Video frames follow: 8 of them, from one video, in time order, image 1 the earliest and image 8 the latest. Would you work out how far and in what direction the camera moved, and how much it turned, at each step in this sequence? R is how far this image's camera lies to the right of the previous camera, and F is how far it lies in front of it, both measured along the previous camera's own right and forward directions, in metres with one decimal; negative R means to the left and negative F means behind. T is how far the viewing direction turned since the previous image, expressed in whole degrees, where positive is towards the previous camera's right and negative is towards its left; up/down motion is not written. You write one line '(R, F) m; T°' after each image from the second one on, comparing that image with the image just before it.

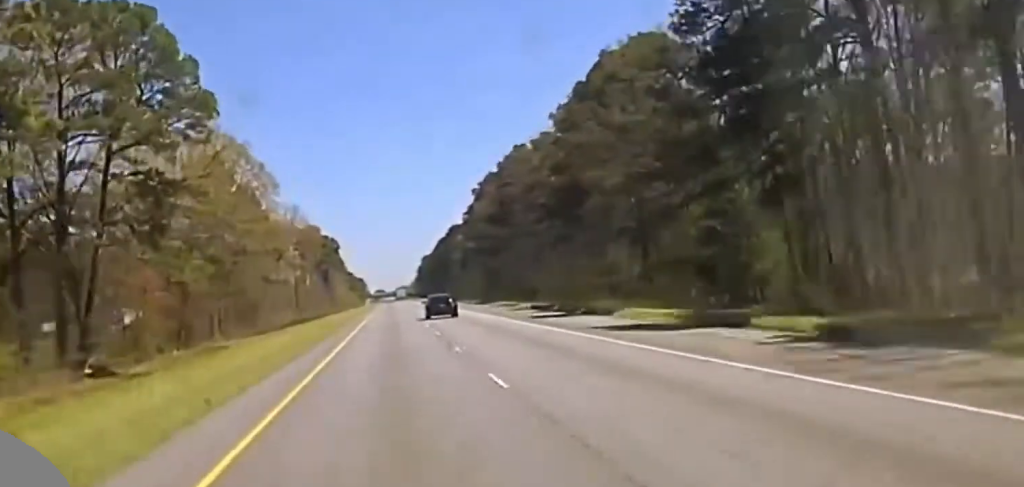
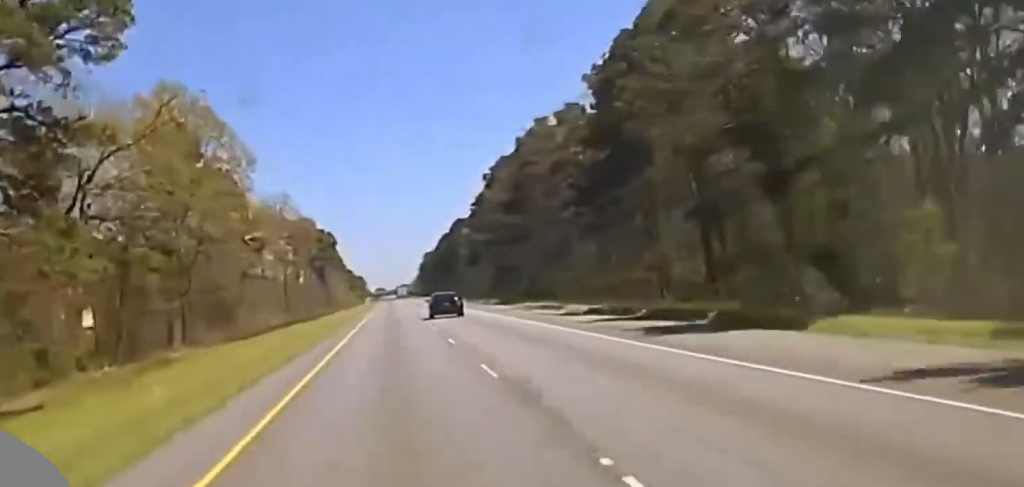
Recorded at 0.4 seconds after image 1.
(0.0, +21.6) m; 0°
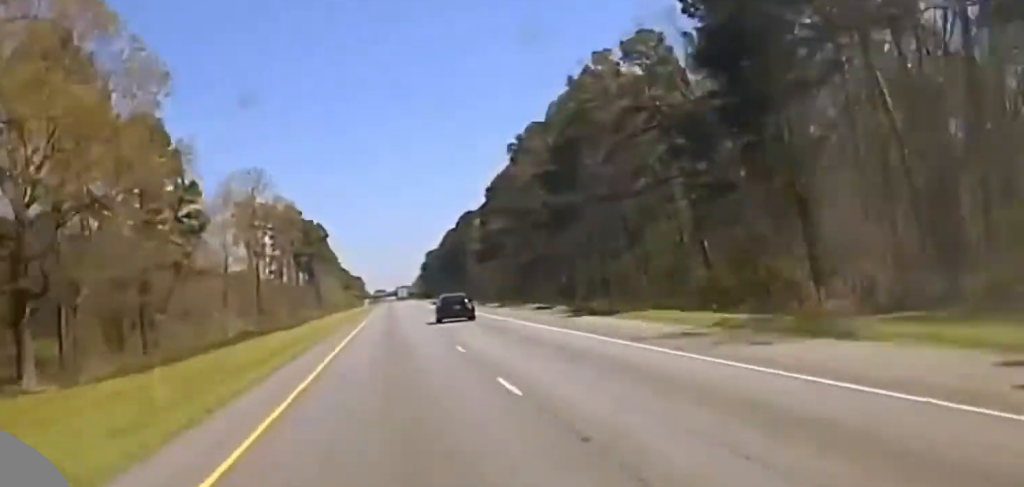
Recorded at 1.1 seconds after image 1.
(0.0, +38.2) m; 0°
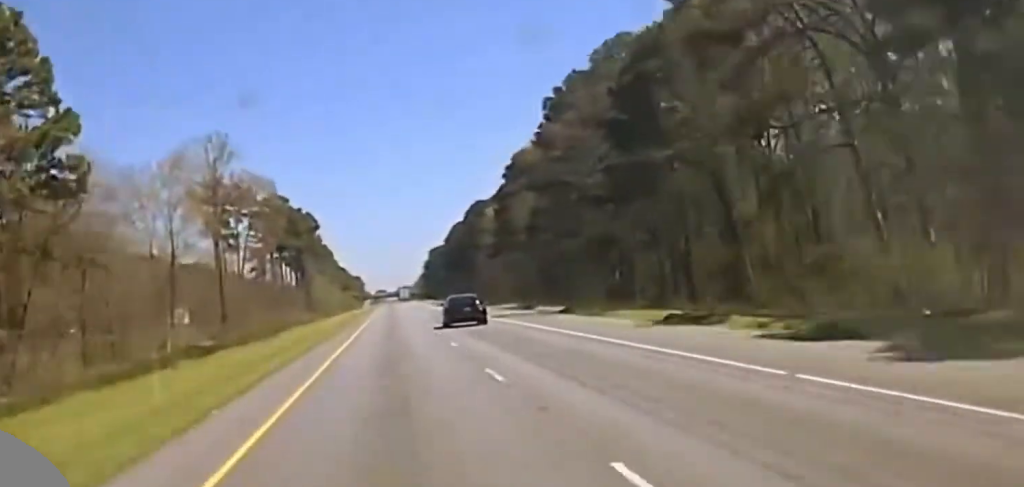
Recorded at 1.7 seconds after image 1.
(+0.1, +32.2) m; 0°
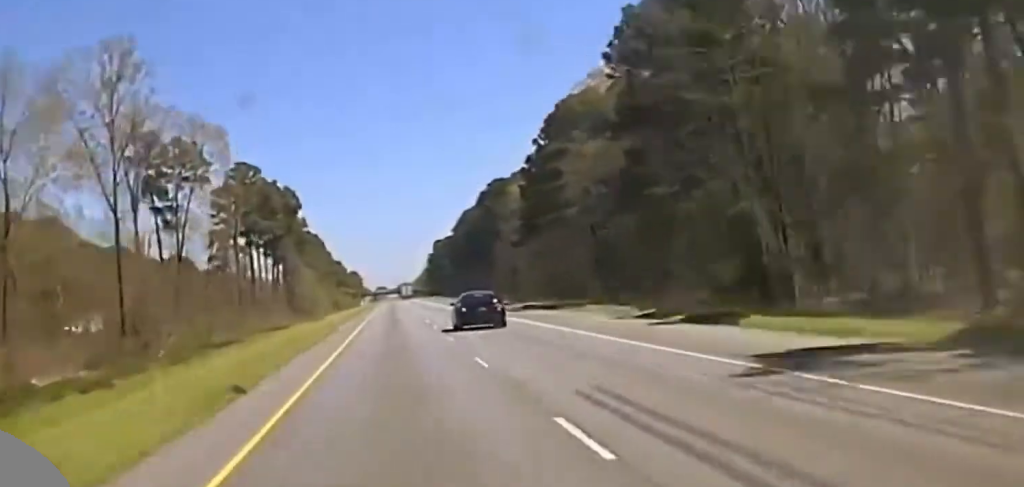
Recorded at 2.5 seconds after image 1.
(0.0, +48.7) m; 0°
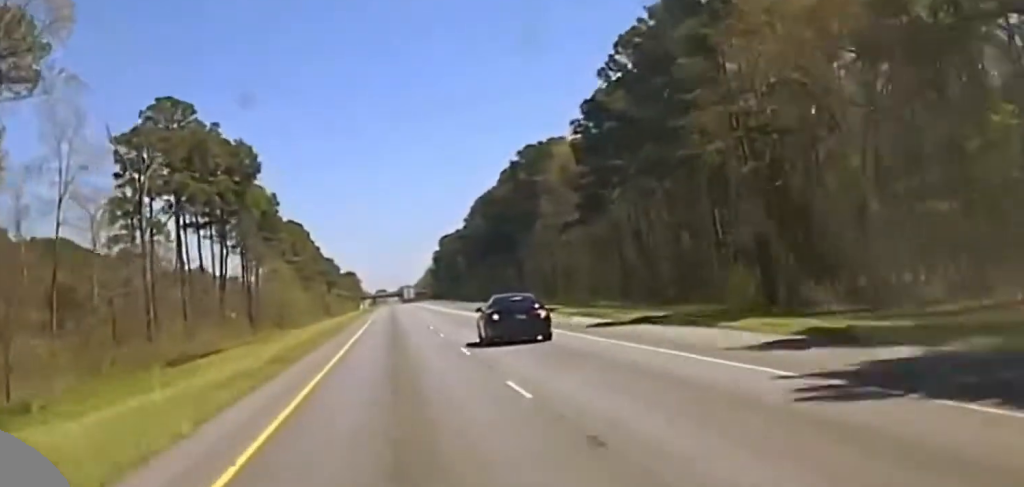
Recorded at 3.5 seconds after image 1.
(-0.1, +61.1) m; 0°
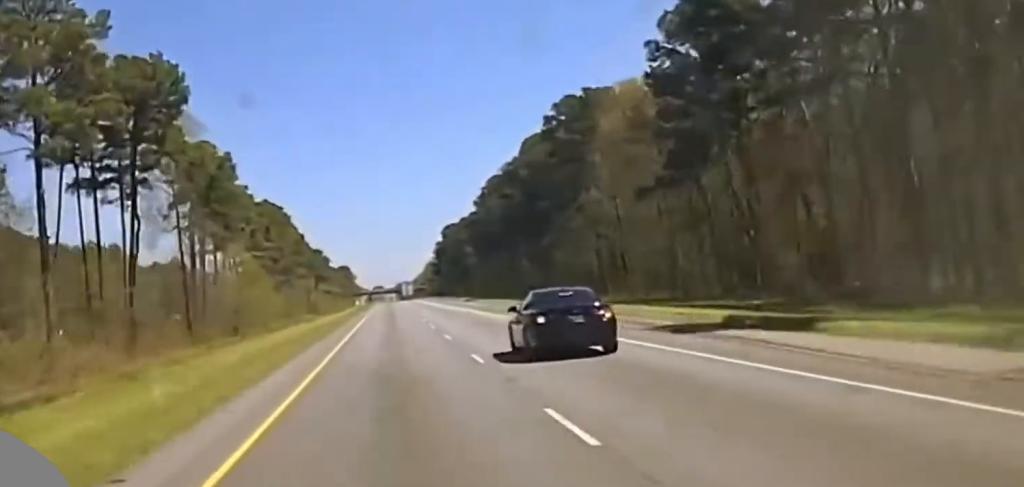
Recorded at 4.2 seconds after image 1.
(-0.1, +40.0) m; 0°
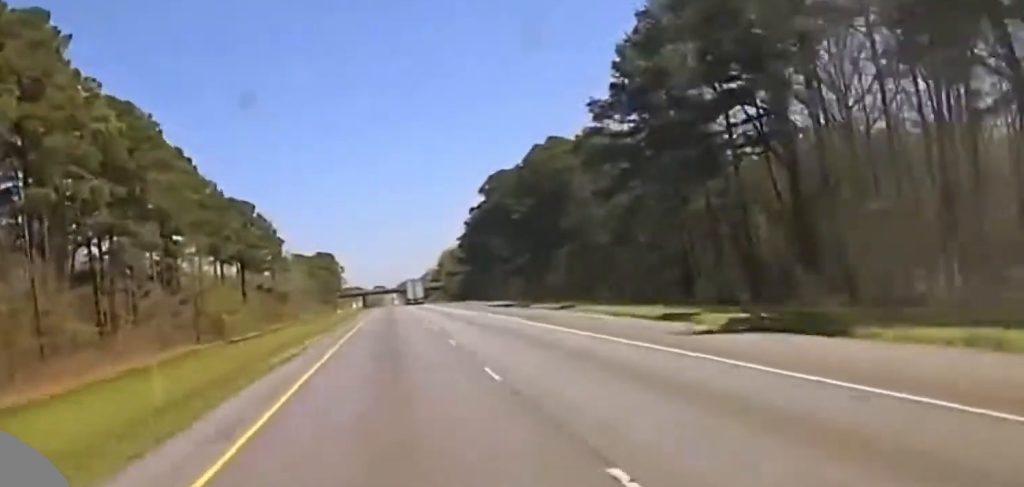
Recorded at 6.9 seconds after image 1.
(-0.4, +144.5) m; 0°
